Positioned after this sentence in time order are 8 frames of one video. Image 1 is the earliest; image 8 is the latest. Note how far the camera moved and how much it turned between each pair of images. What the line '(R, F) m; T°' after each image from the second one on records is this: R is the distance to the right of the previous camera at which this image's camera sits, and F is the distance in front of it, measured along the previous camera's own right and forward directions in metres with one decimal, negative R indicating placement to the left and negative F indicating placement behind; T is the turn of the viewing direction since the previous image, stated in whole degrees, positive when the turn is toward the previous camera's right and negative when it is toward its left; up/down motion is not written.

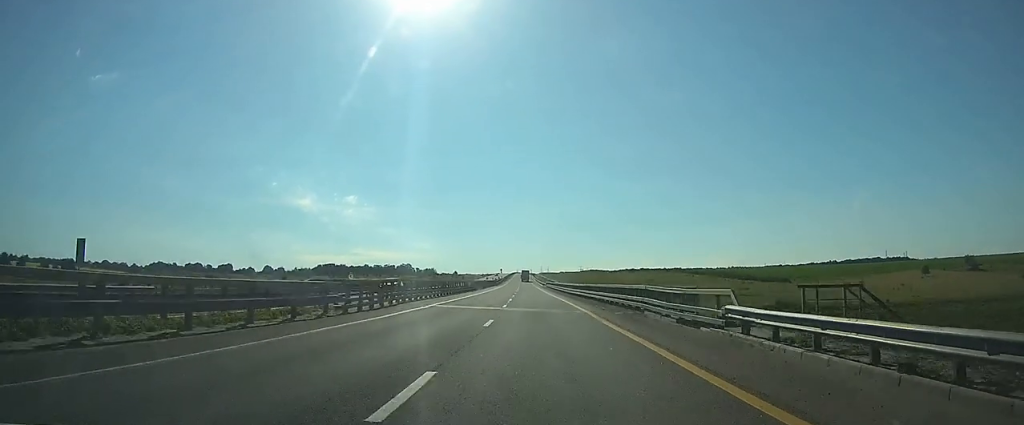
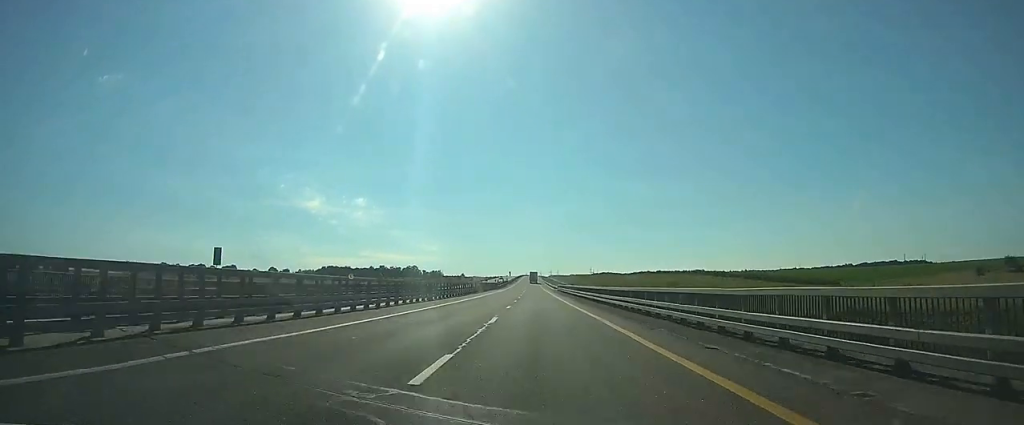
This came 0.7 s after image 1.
(-0.1, +22.3) m; 0°
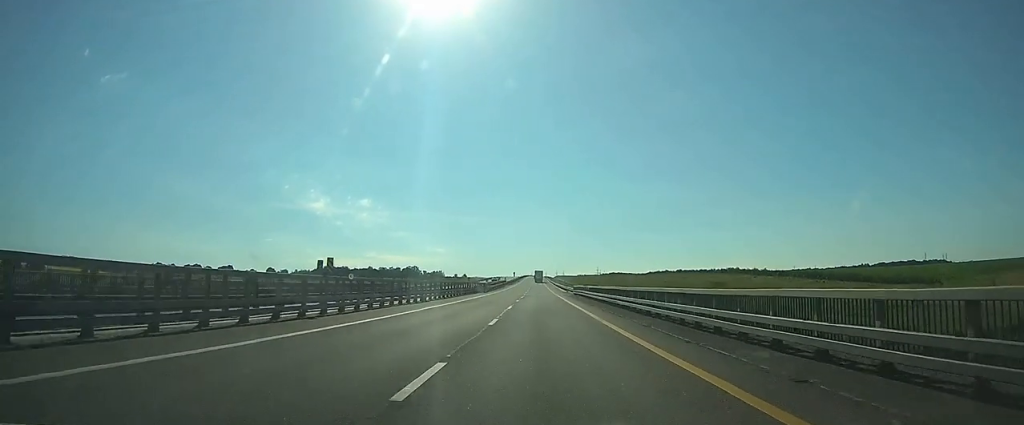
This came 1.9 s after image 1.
(-0.2, +36.3) m; -1°
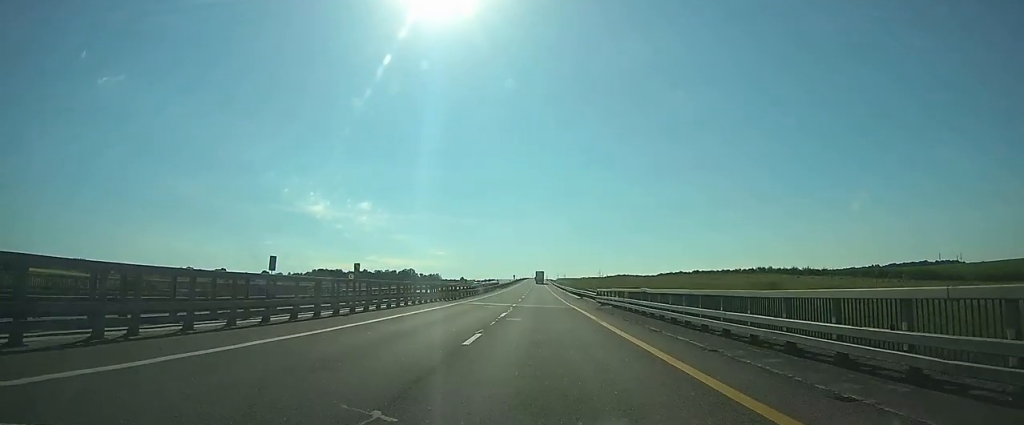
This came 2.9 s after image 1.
(-0.2, +29.2) m; -1°
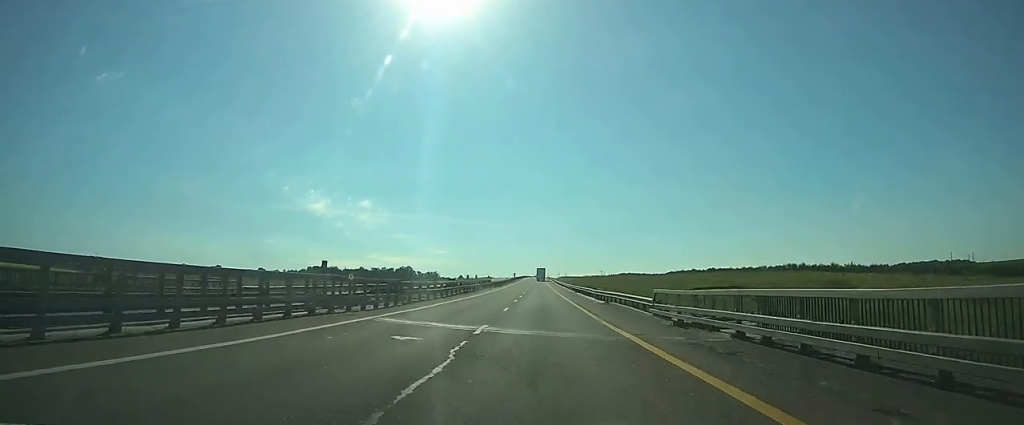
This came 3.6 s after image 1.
(-0.1, +22.1) m; 0°
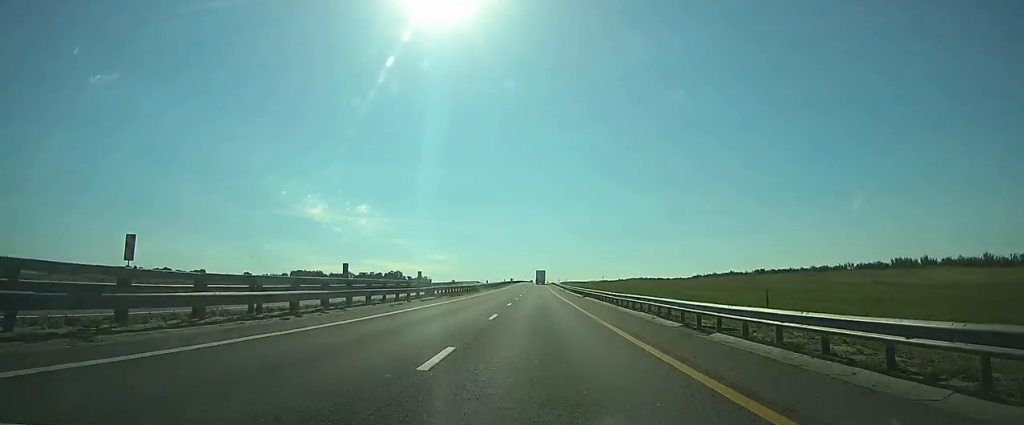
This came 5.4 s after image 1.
(-0.3, +53.2) m; 0°
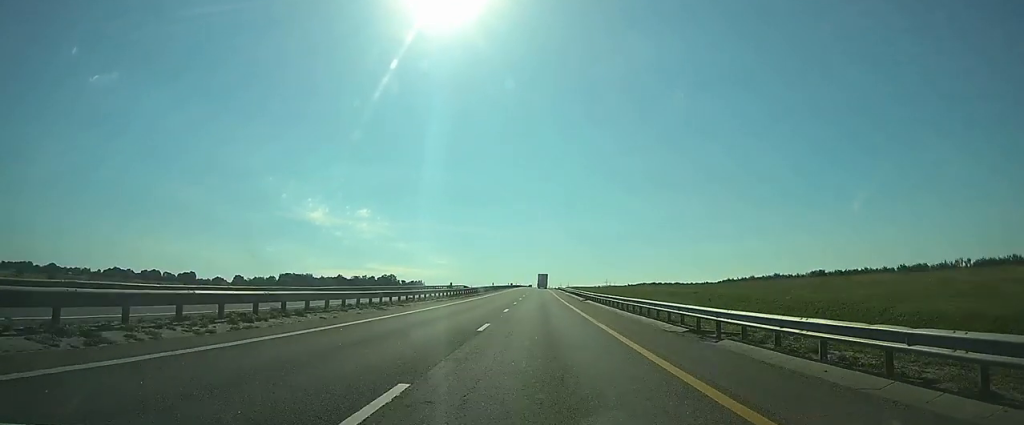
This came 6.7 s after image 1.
(0.0, +39.1) m; 0°
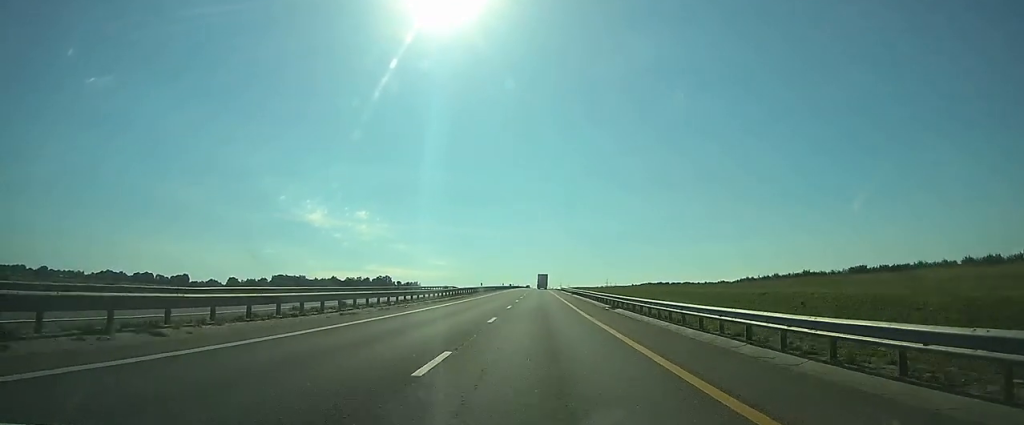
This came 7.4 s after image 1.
(0.0, +20.0) m; 0°
